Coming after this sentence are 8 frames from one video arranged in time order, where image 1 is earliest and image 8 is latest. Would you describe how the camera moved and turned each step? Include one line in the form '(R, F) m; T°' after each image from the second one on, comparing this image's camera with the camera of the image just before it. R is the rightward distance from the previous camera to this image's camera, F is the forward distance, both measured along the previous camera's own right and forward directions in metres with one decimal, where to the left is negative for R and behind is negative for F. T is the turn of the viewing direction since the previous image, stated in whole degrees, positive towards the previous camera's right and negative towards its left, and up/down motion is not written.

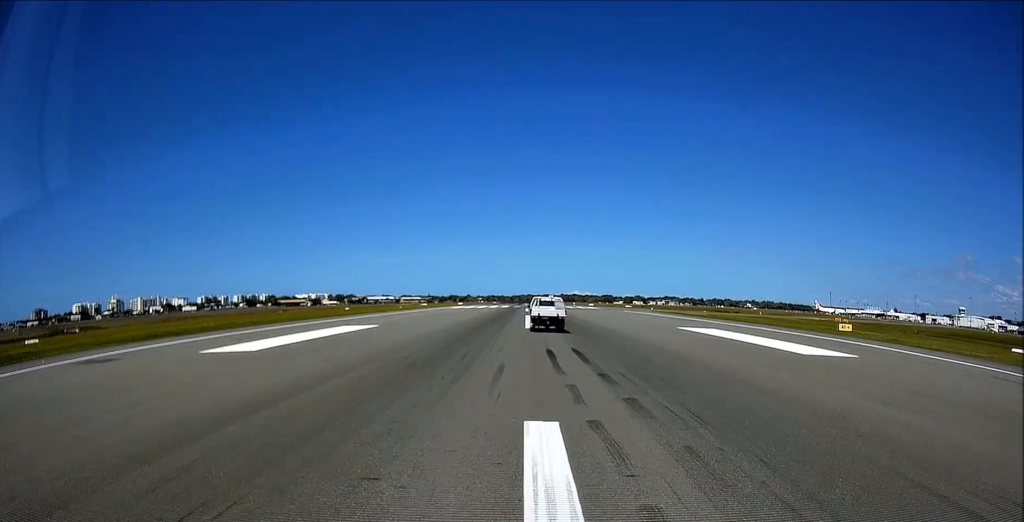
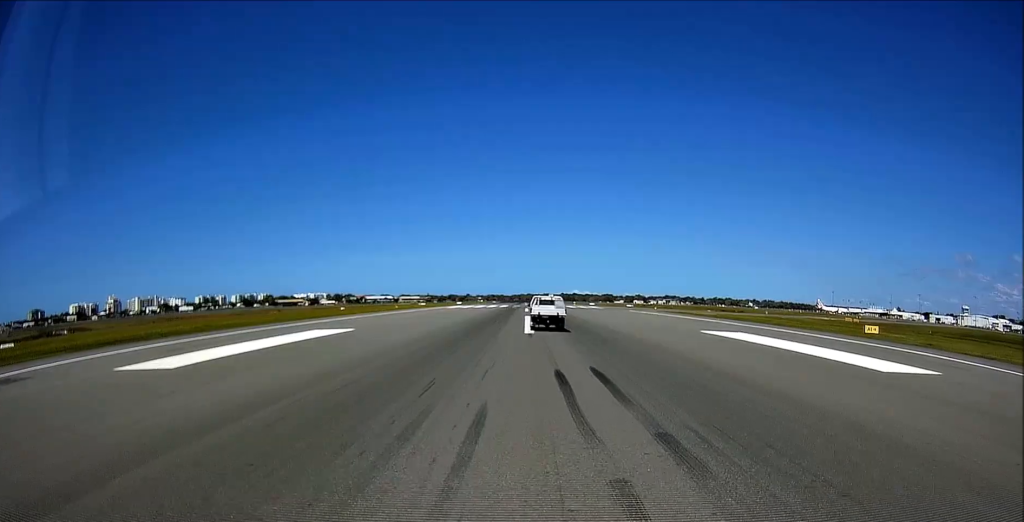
(+0.2, +6.5) m; +1°
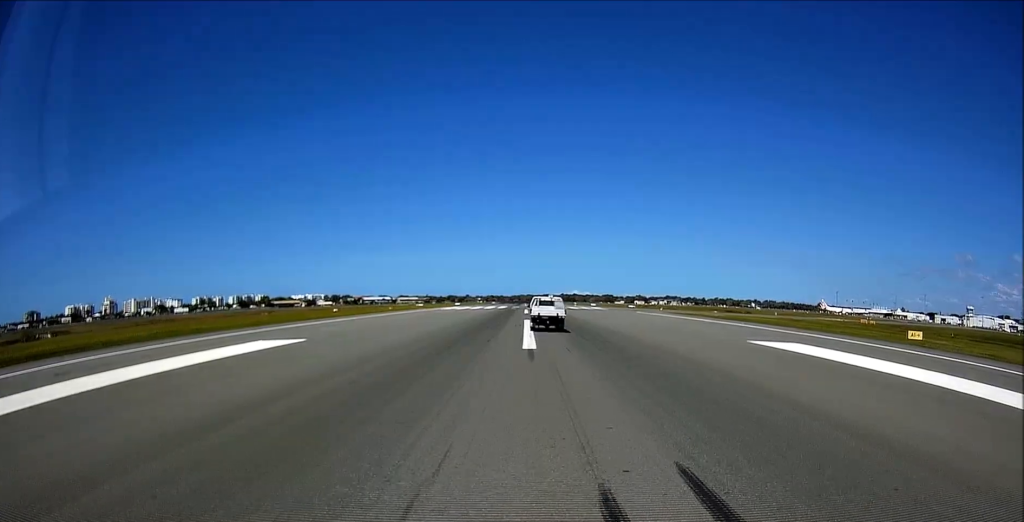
(+0.1, +9.1) m; 0°
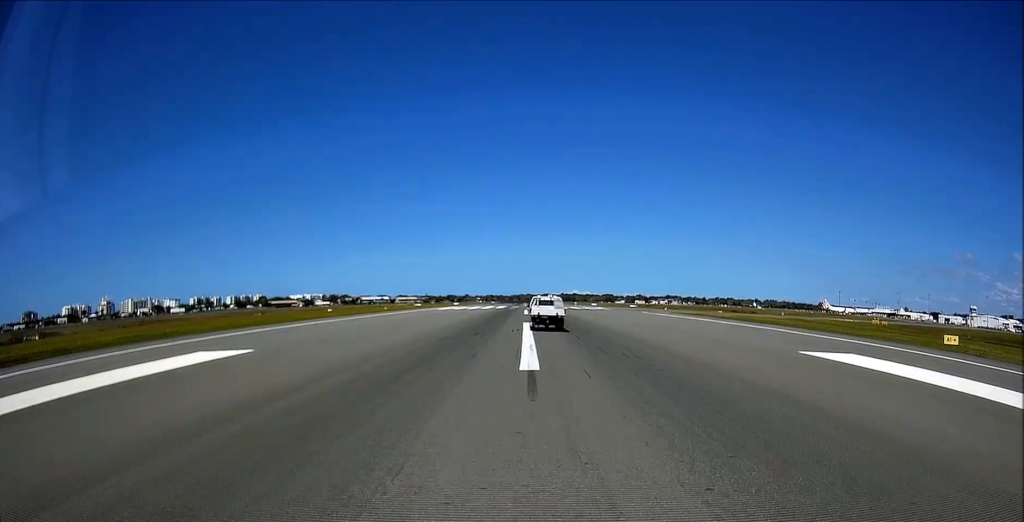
(+0.1, +6.4) m; -2°
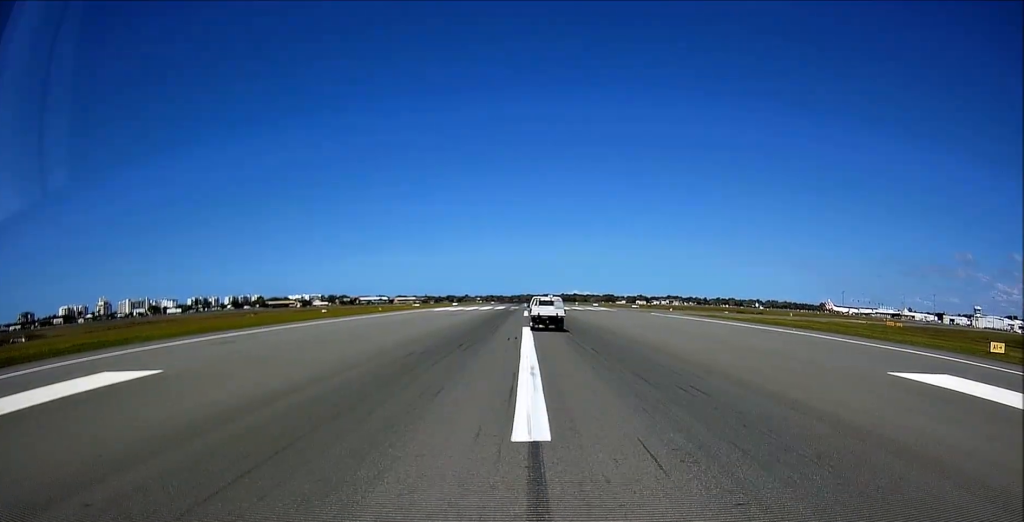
(-0.2, +7.3) m; -2°
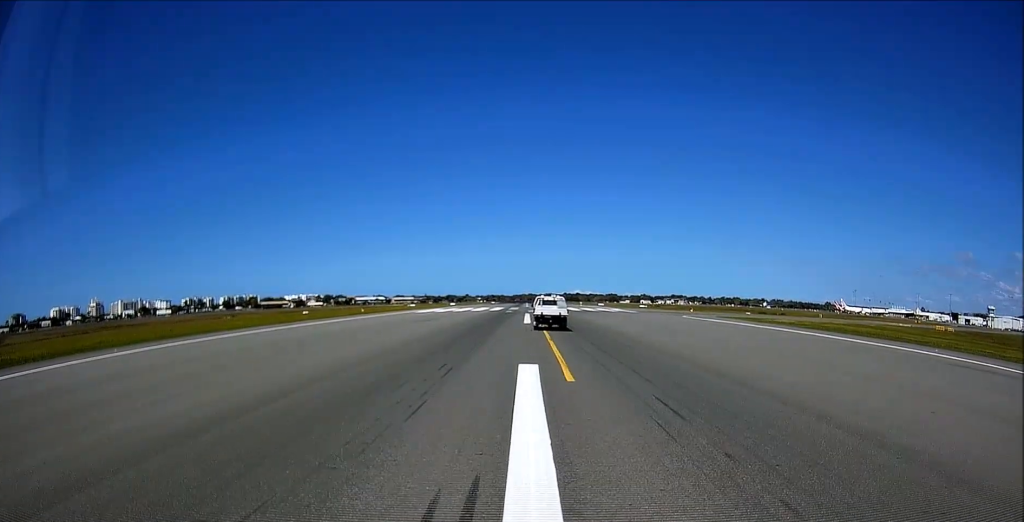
(-1.0, +22.8) m; 0°
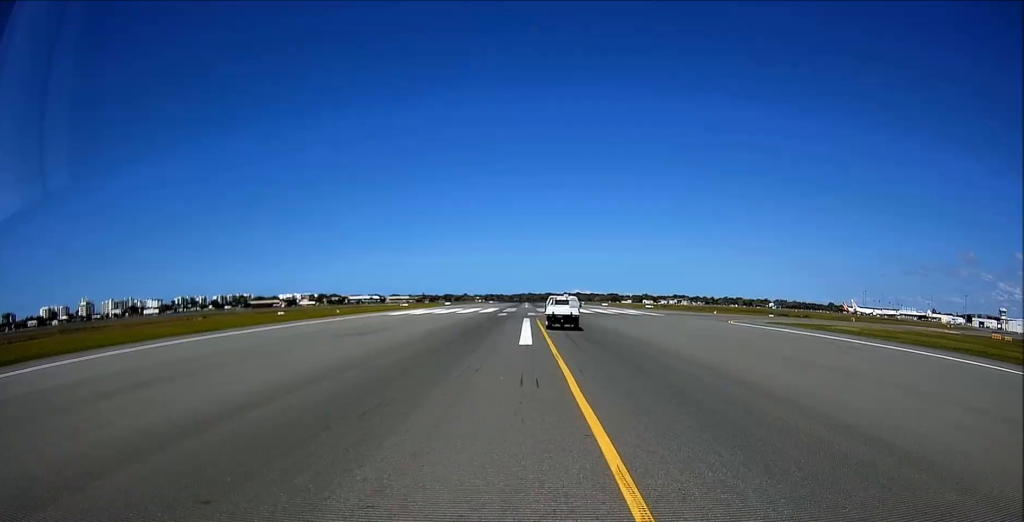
(+0.8, +19.9) m; +2°
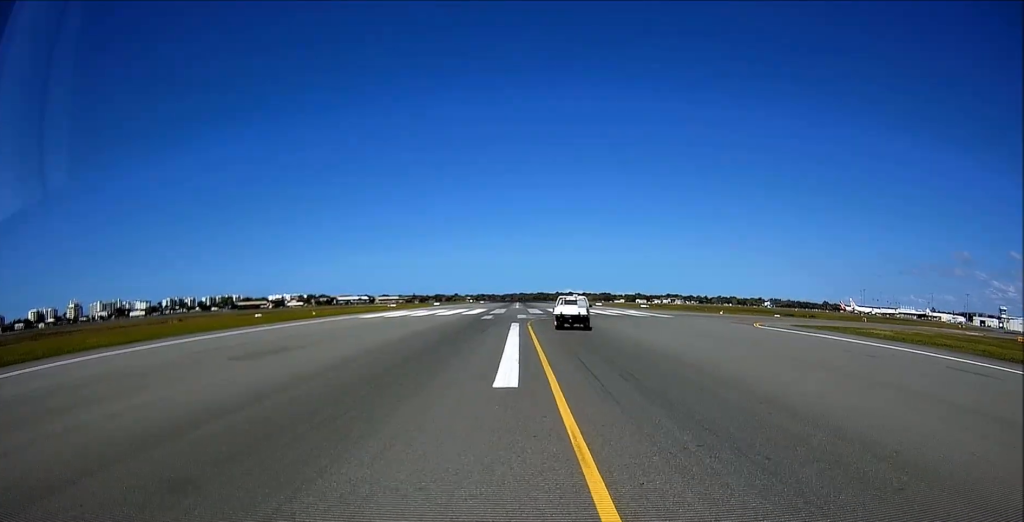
(0.0, +10.9) m; 0°
